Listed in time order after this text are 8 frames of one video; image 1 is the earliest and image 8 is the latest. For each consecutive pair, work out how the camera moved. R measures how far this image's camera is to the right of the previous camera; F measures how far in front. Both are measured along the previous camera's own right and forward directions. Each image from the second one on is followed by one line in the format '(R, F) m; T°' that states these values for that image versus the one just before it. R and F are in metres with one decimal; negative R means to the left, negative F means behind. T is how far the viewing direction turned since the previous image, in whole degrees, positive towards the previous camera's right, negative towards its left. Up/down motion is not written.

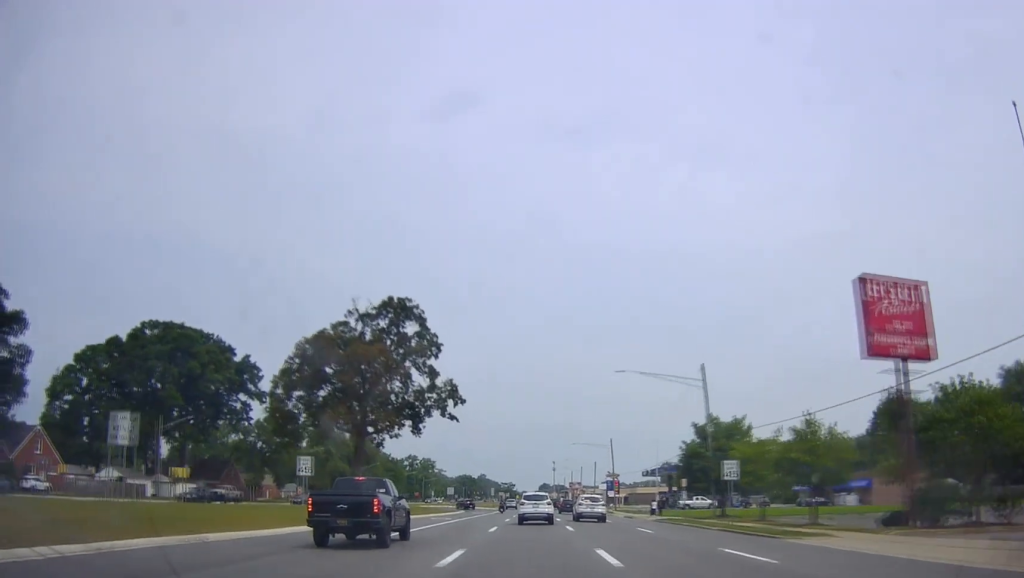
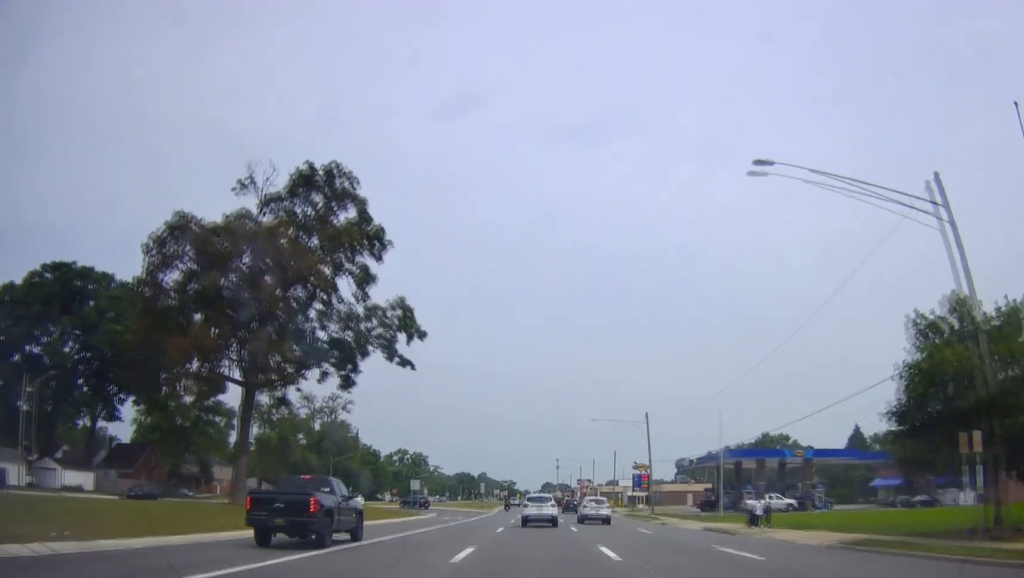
(+0.3, +29.7) m; +1°
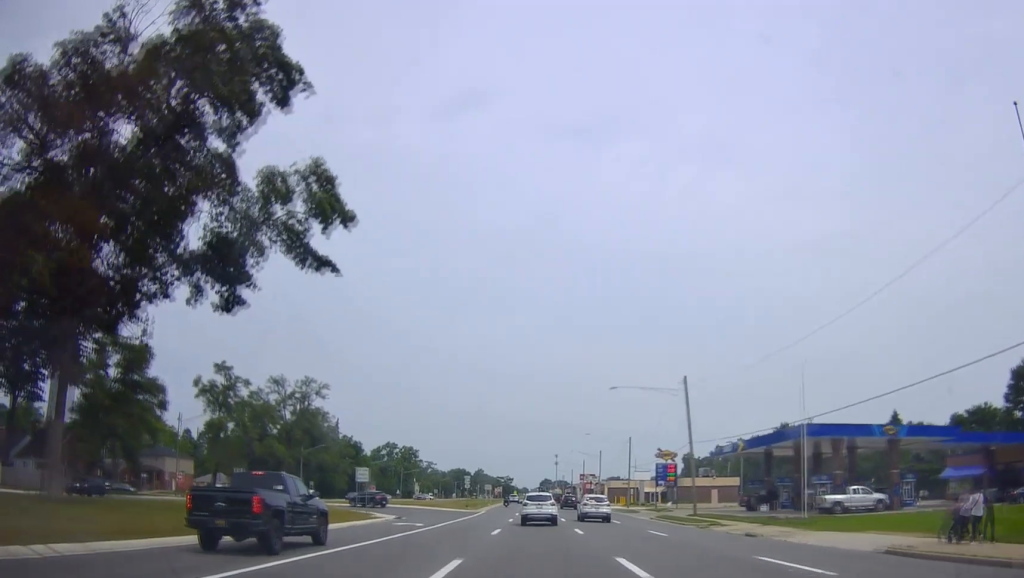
(-0.3, +19.1) m; -2°
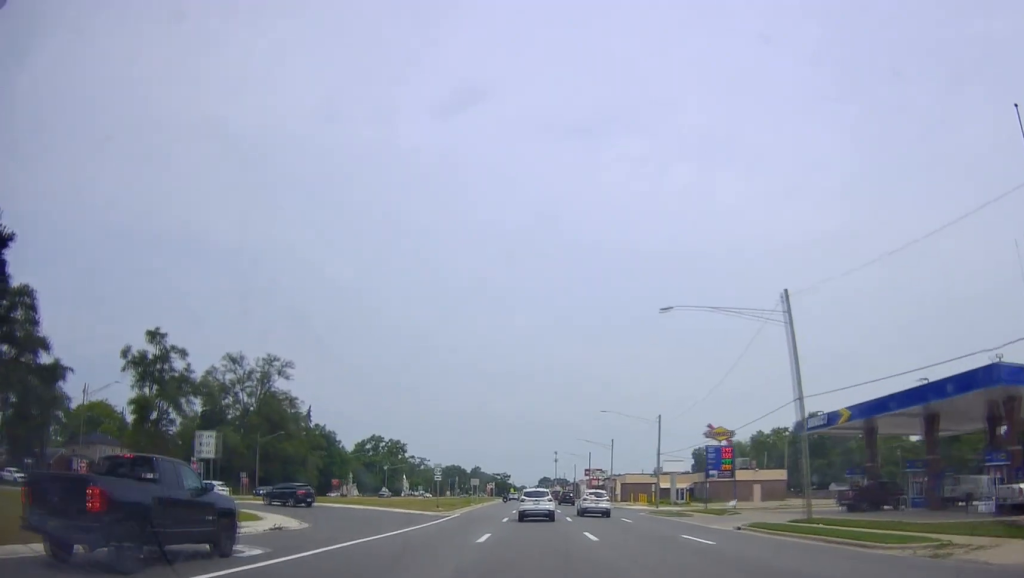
(-0.1, +22.0) m; +1°
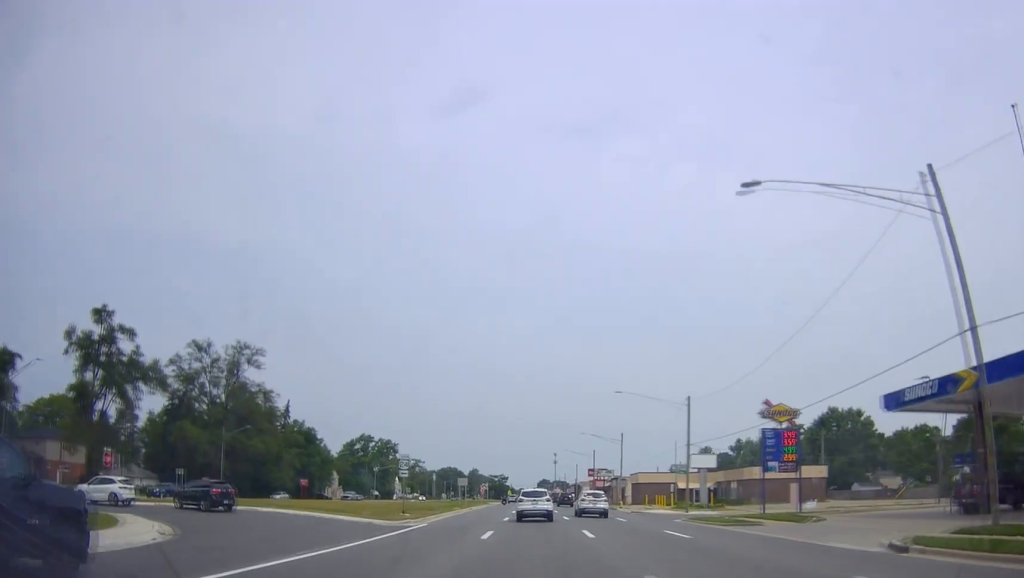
(+0.1, +13.2) m; +1°
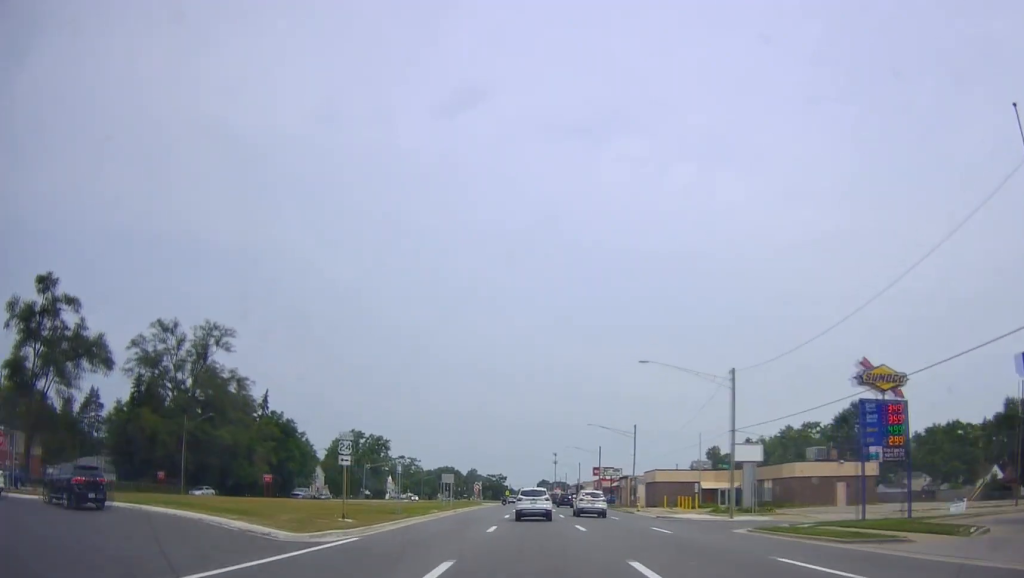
(-0.2, +12.1) m; 0°
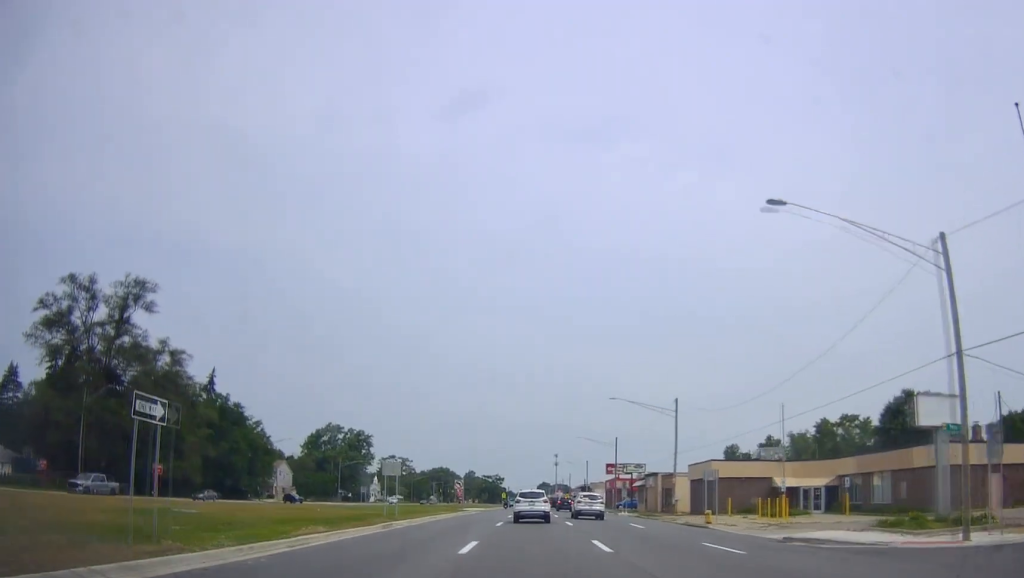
(+0.5, +23.5) m; 0°
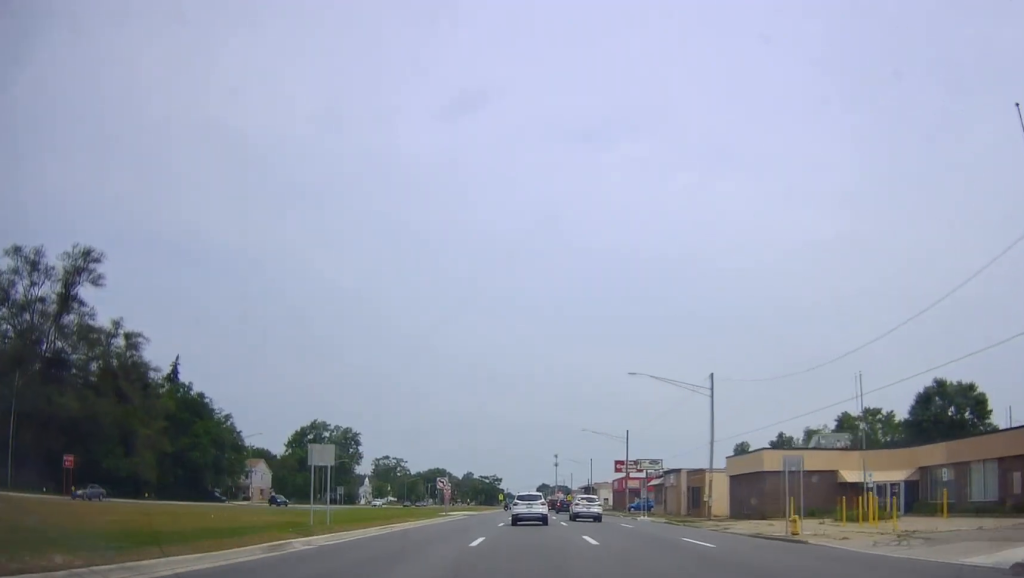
(+0.1, +11.5) m; -2°
